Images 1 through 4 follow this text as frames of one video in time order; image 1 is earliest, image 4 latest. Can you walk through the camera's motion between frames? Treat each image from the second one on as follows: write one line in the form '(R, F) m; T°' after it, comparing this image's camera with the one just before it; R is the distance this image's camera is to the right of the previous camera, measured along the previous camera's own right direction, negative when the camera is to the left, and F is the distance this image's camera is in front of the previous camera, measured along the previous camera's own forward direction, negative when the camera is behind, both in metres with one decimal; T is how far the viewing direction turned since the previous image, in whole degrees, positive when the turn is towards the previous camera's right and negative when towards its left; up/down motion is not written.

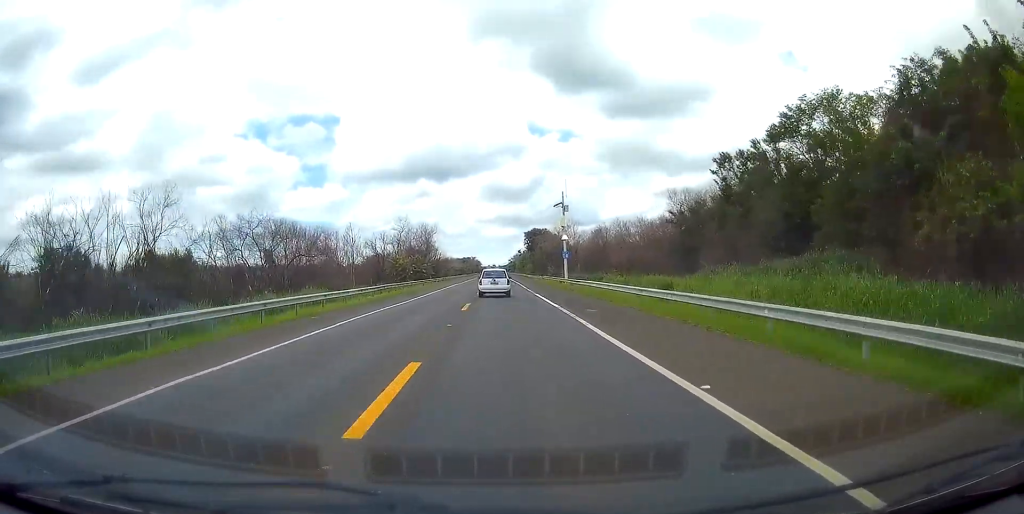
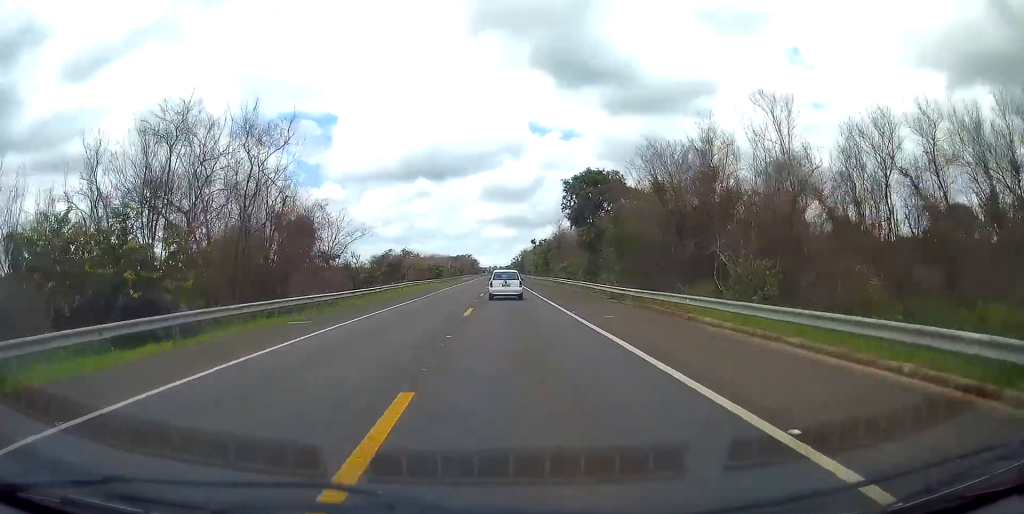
(-0.5, +68.2) m; 0°
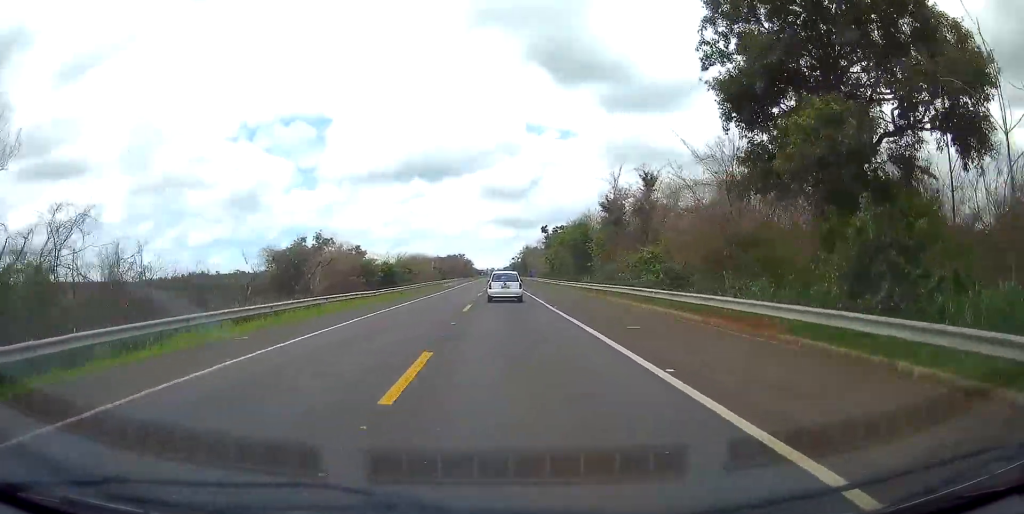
(0.0, +40.9) m; 0°
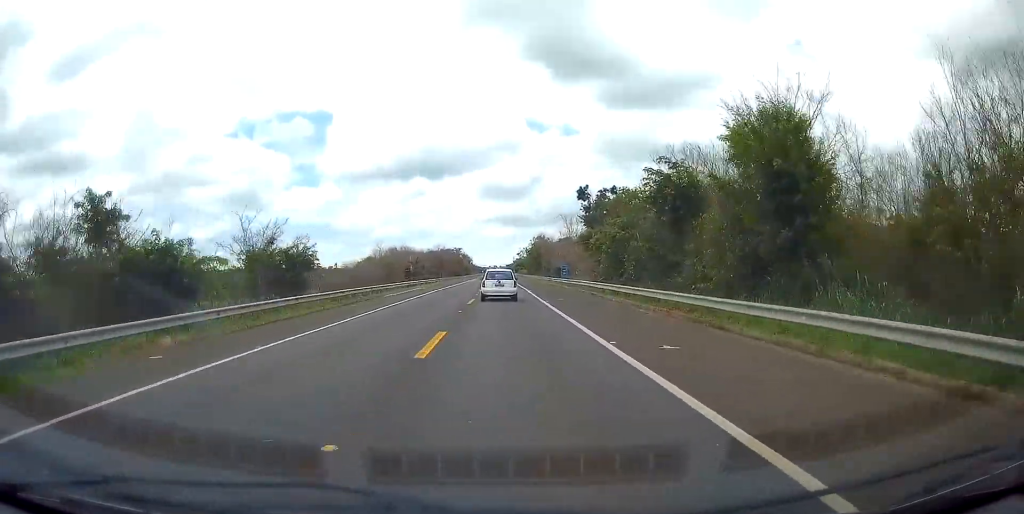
(+0.6, +43.0) m; 0°
